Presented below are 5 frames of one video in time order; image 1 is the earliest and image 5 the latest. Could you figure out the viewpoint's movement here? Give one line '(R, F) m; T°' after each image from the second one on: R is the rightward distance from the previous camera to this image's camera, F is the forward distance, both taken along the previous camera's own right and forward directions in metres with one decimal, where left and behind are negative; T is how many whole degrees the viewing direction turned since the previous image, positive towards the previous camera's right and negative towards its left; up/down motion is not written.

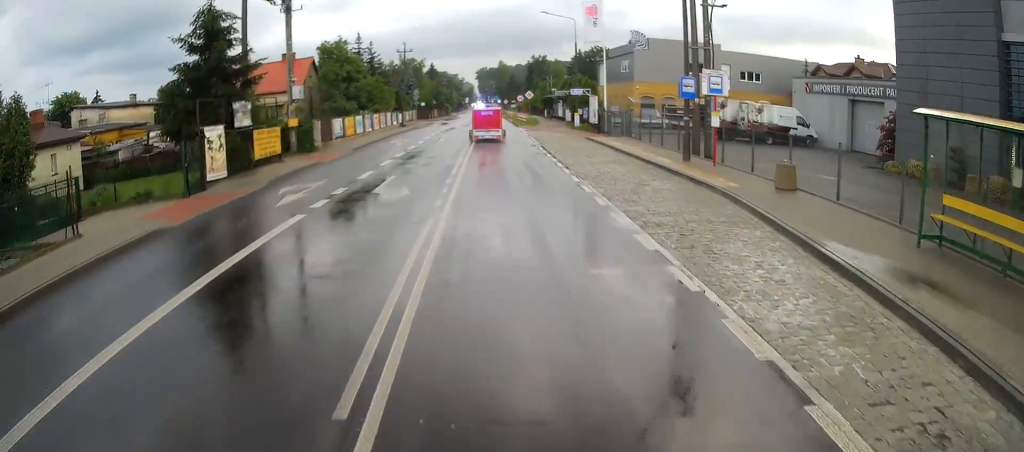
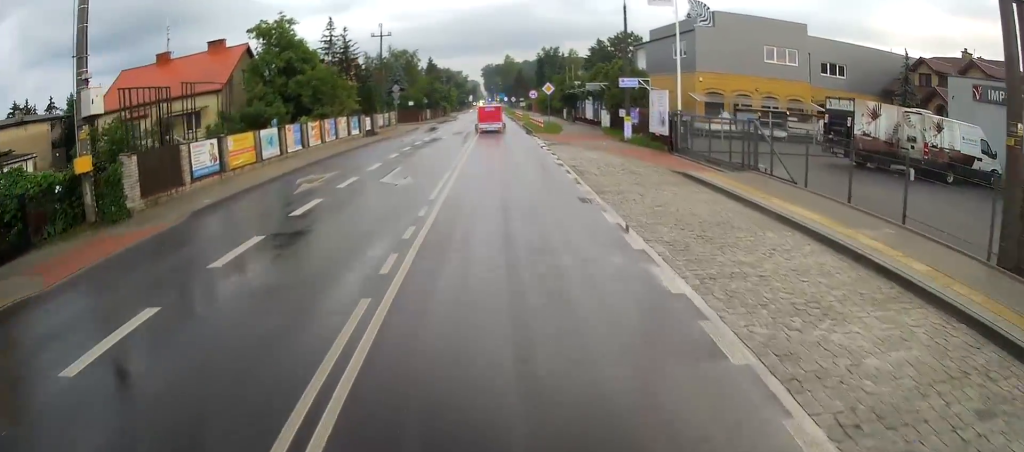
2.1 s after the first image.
(+1.9, +18.1) m; +7°
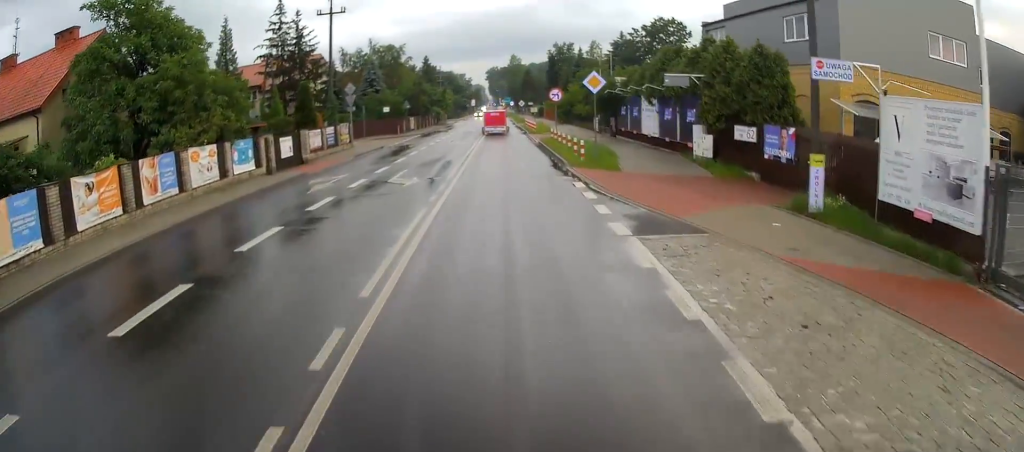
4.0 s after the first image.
(-0.1, +19.9) m; 0°
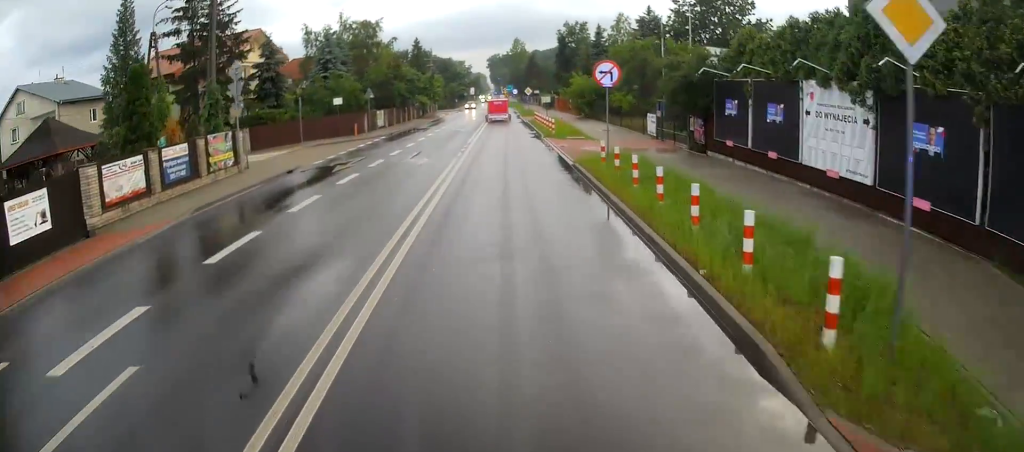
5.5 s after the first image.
(-0.1, +18.1) m; -1°
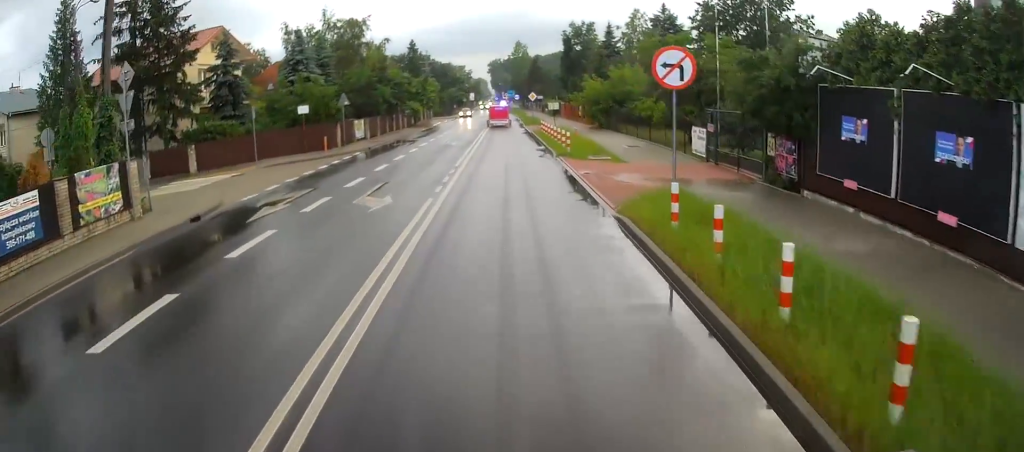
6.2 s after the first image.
(0.0, +8.0) m; 0°
